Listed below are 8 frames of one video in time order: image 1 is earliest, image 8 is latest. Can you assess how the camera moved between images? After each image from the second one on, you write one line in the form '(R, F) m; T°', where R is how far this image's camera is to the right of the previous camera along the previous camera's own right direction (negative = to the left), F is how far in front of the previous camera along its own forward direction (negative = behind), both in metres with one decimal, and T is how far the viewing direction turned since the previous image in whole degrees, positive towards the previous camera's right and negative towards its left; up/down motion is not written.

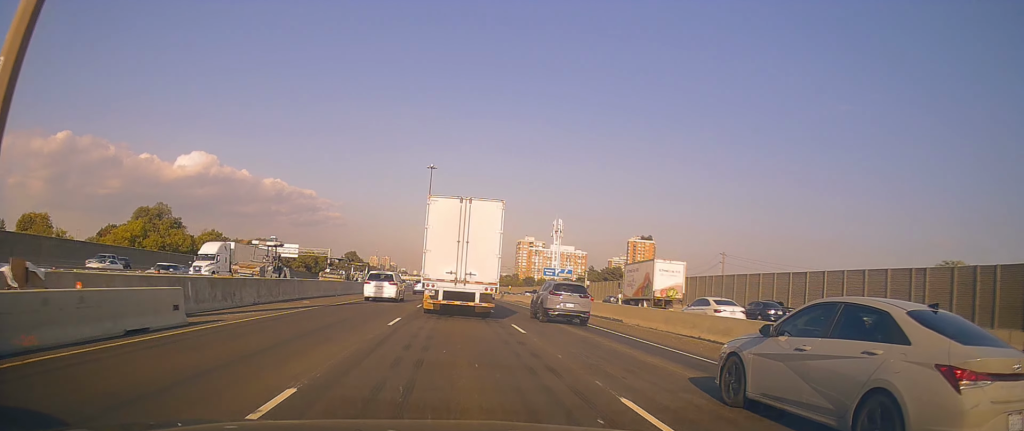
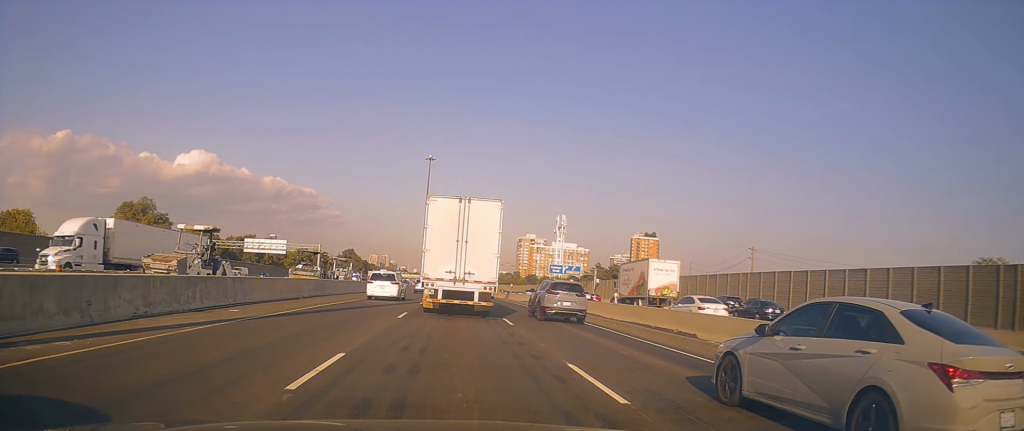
(-0.2, +9.5) m; 0°
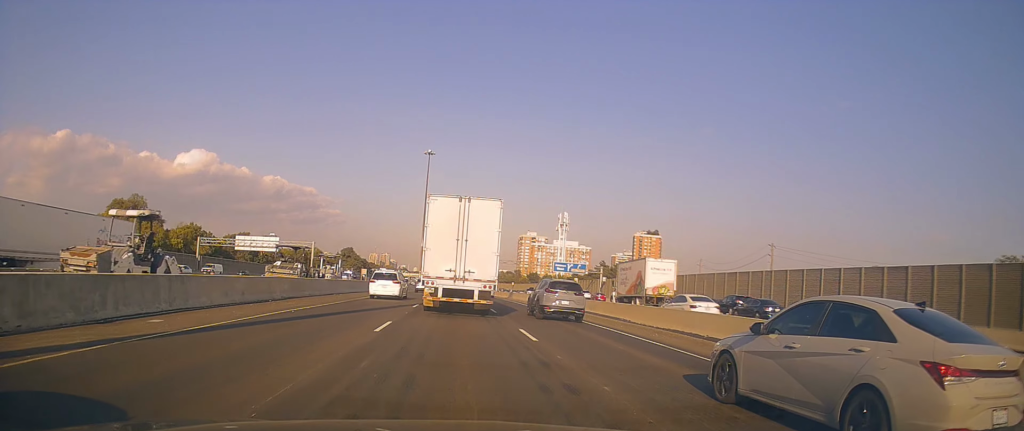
(-0.2, +5.4) m; 0°
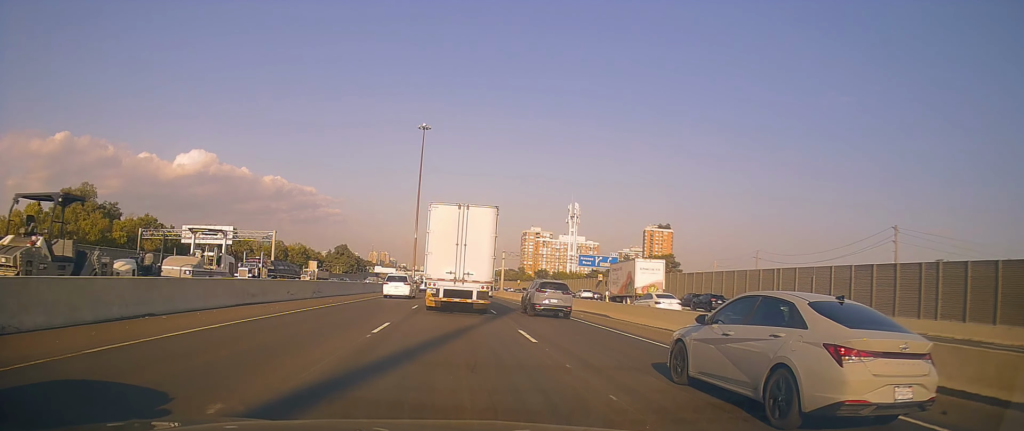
(+0.9, +25.1) m; +1°
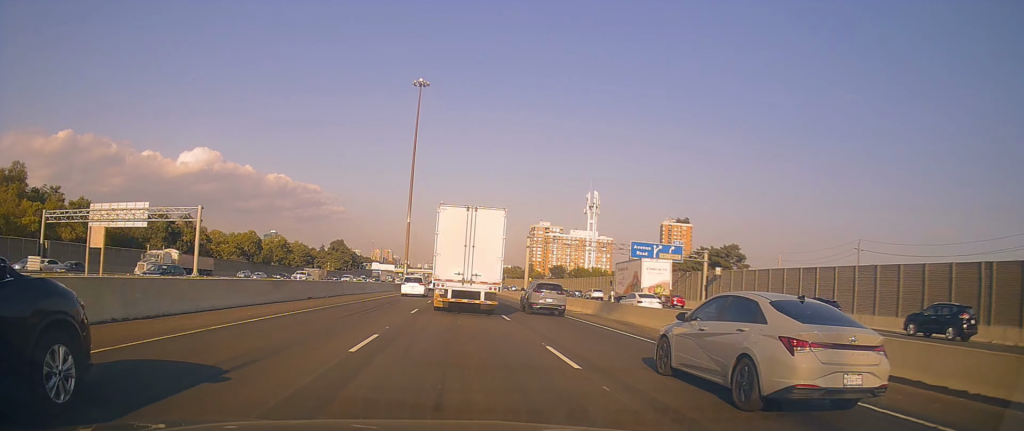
(-1.5, +27.6) m; -3°
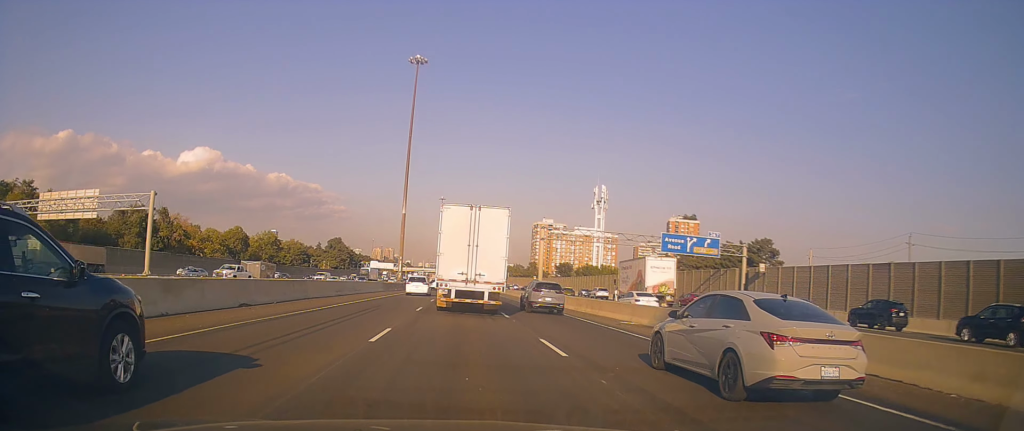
(+0.2, +10.6) m; +1°
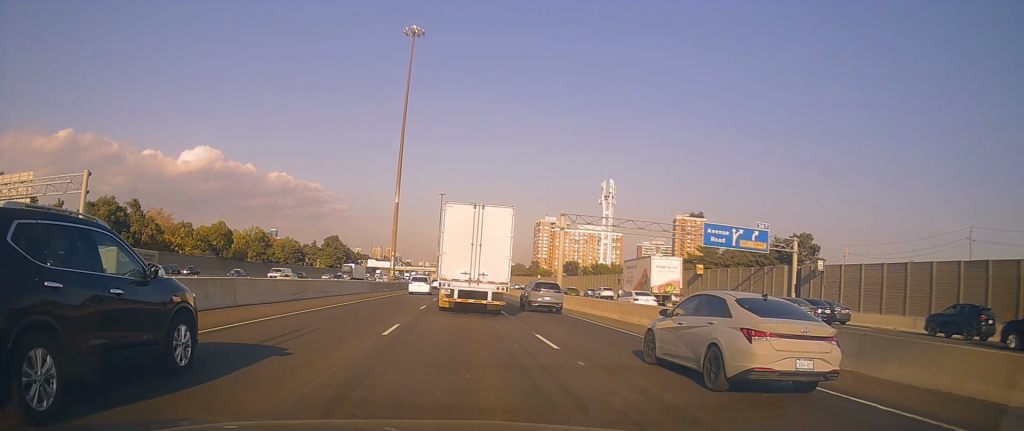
(+0.2, +10.8) m; +1°
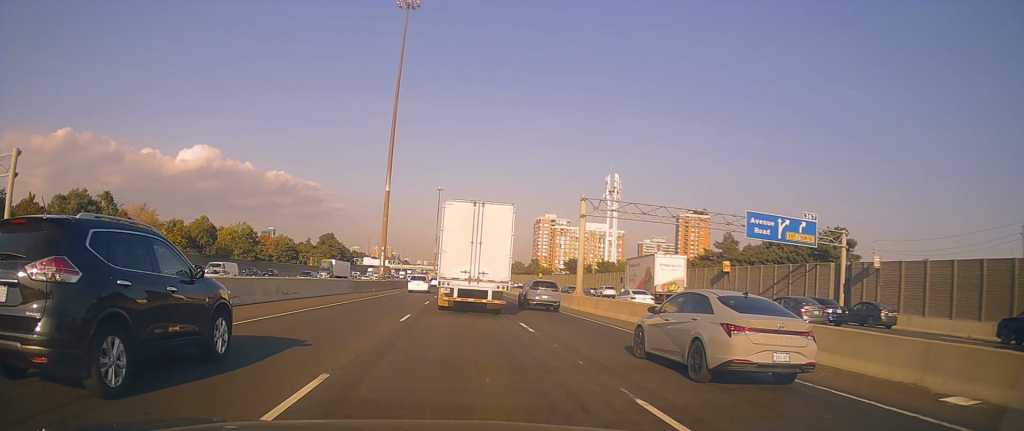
(-0.1, +8.5) m; 0°
